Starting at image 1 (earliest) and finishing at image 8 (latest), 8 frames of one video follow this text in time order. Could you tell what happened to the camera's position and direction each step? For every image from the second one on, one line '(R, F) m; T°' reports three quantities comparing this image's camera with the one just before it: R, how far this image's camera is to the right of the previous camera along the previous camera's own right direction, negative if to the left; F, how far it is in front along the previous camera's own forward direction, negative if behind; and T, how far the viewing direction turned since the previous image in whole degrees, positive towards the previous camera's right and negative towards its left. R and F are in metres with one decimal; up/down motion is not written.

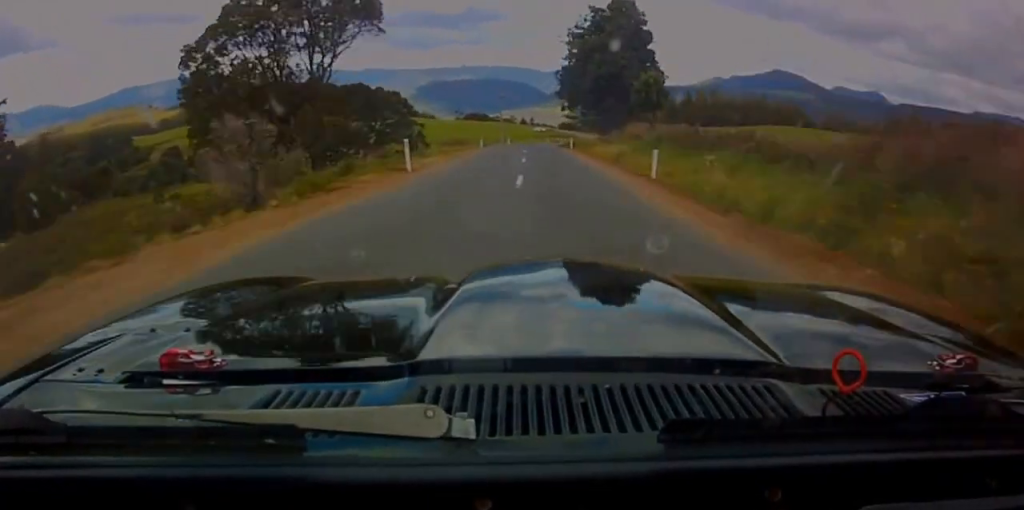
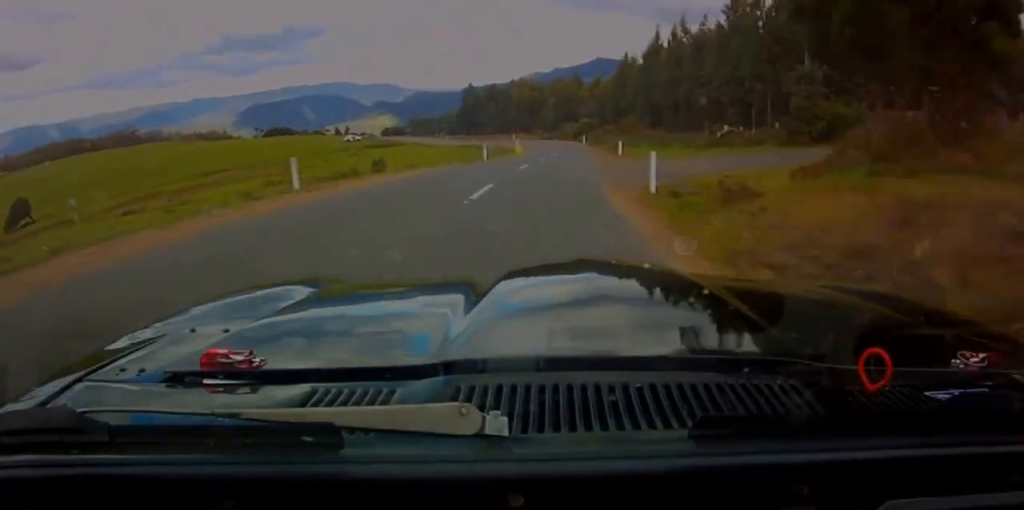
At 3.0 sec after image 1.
(+1.3, +120.9) m; +8°
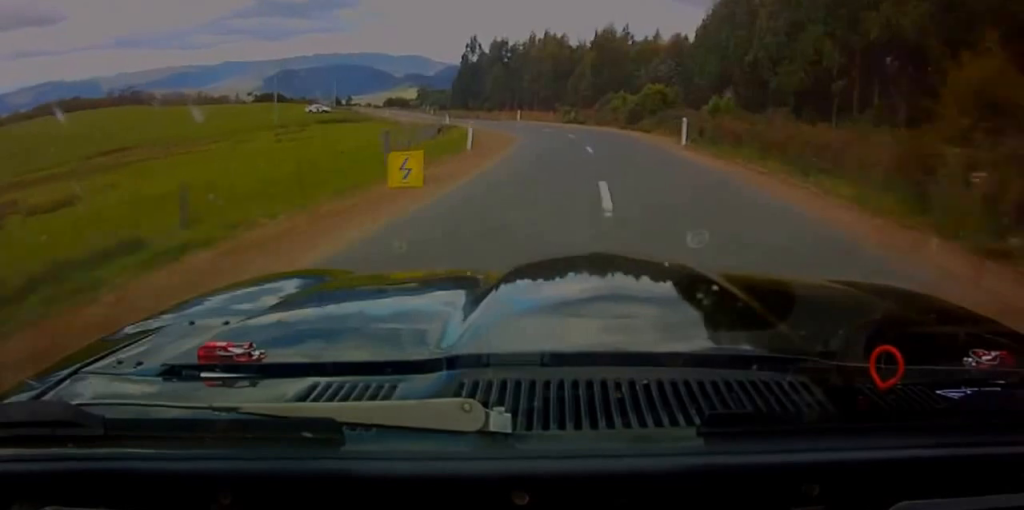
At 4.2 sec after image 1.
(+2.9, +48.5) m; +2°
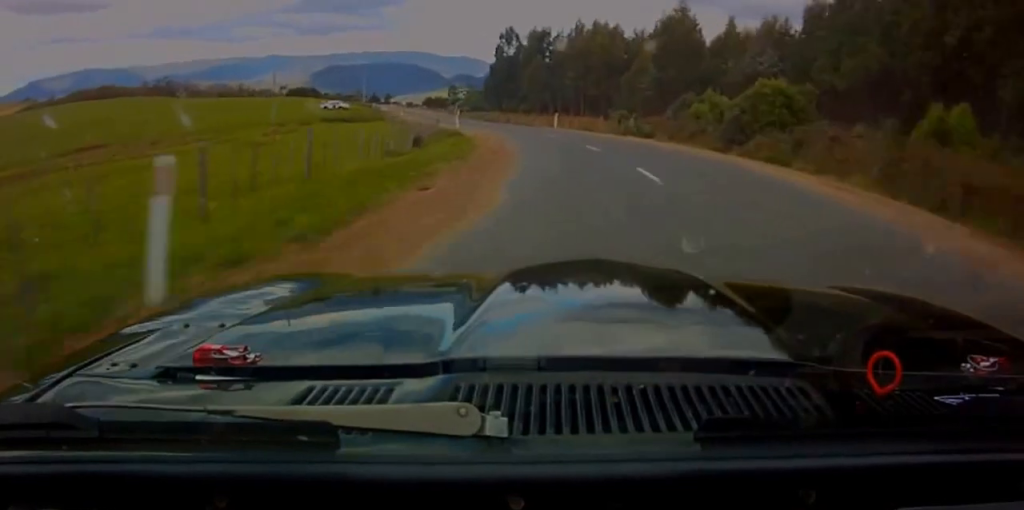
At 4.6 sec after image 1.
(-0.1, +19.2) m; -2°
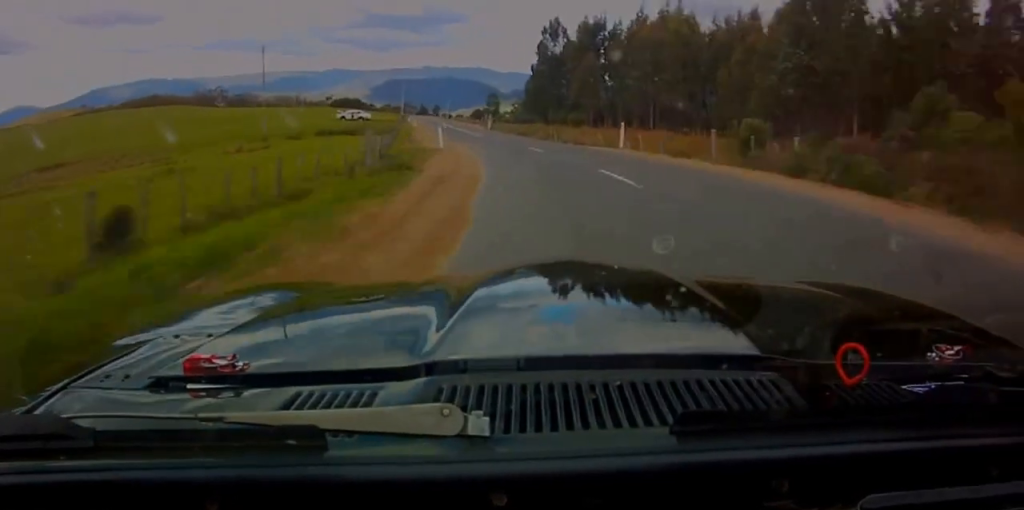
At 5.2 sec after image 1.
(-0.6, +24.8) m; -5°
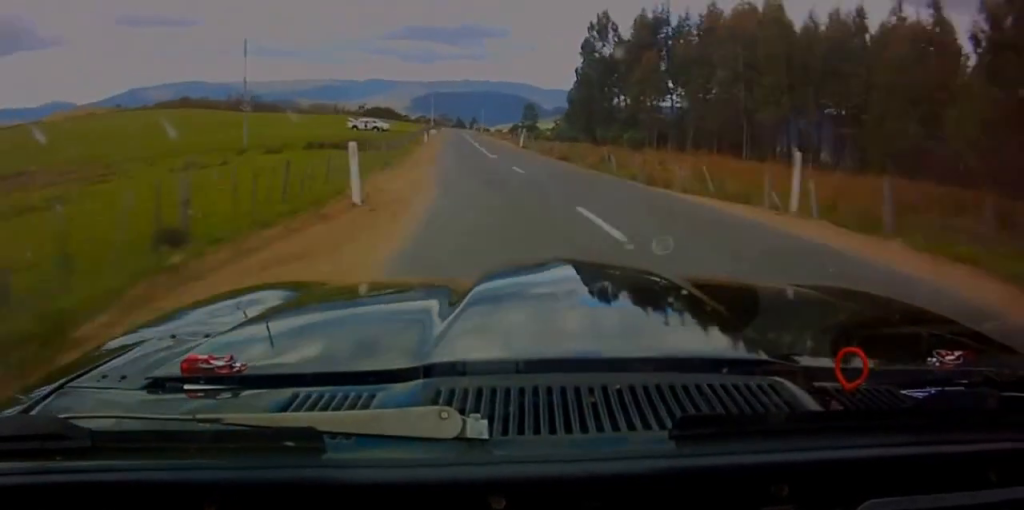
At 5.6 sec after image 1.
(-0.7, +16.8) m; -3°
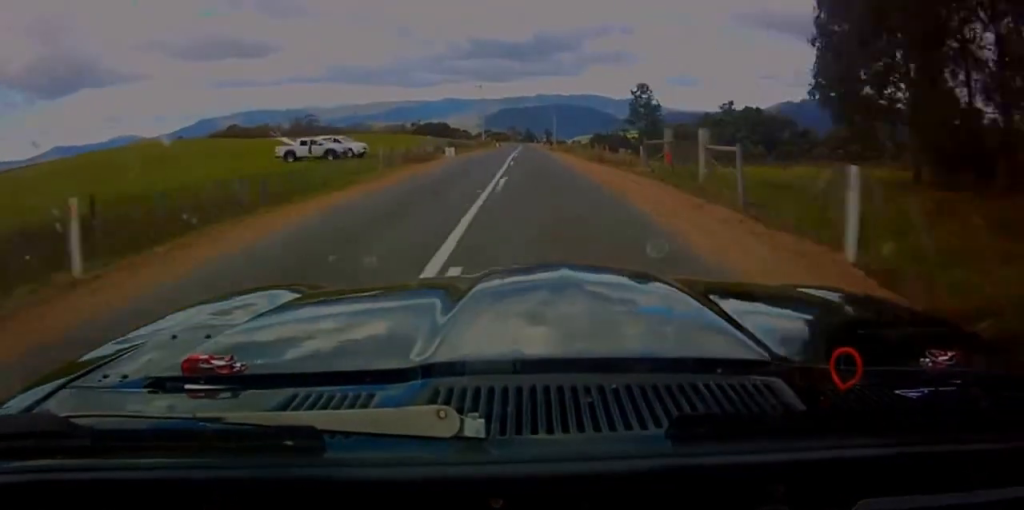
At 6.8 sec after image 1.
(-4.9, +52.0) m; -7°
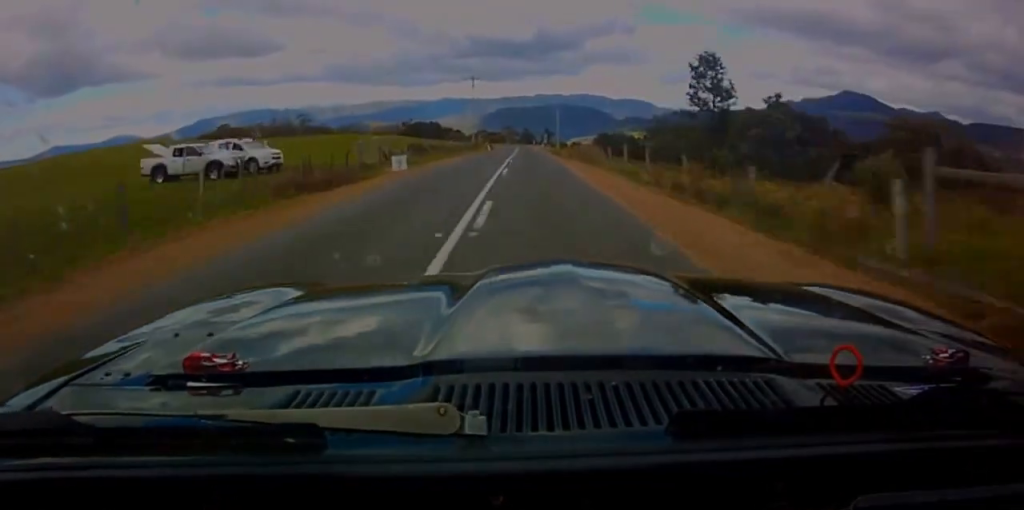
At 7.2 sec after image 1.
(-0.5, +18.0) m; -1°
